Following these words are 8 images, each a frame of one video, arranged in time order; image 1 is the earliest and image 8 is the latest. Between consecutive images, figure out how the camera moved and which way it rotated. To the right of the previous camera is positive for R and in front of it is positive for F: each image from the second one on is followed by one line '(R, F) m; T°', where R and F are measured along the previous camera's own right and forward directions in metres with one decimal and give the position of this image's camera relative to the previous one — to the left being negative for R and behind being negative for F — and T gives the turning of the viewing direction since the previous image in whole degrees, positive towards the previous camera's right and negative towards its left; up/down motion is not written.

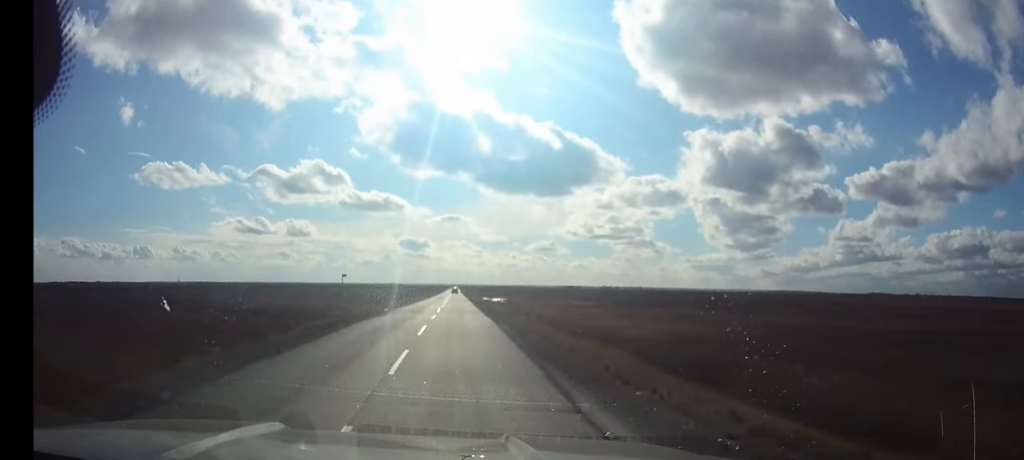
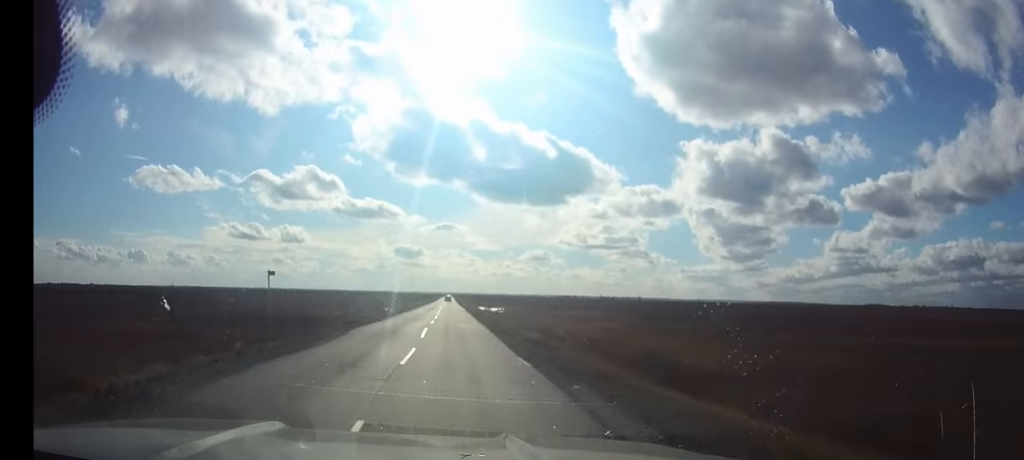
(0.0, +17.4) m; 0°
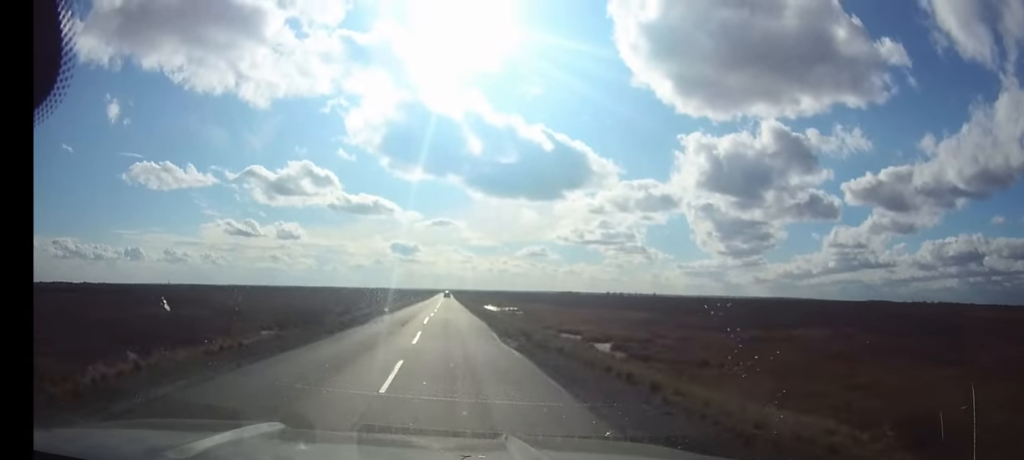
(+0.1, +43.3) m; 0°
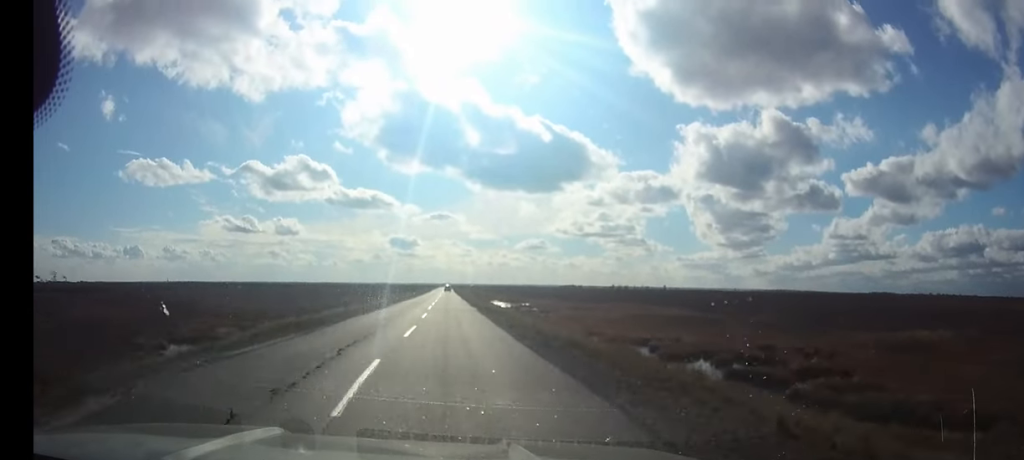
(+0.1, +22.5) m; 0°
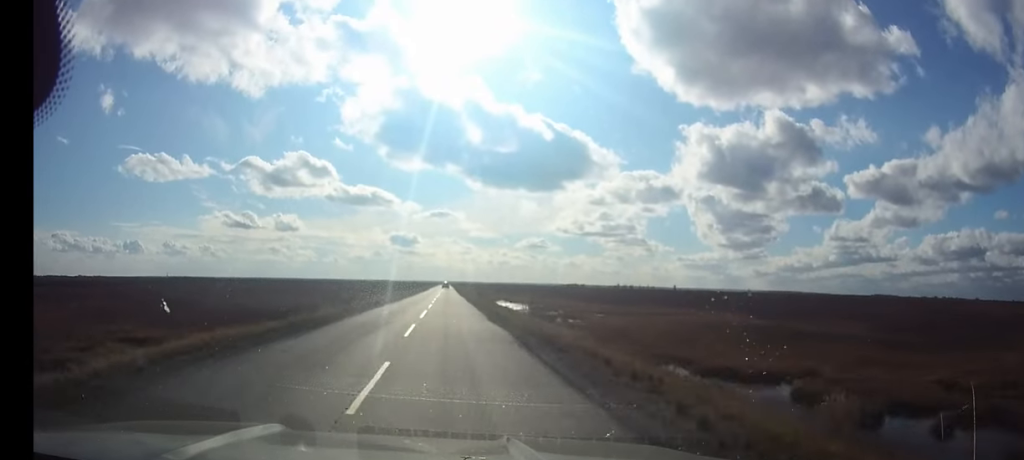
(0.0, +19.6) m; 0°
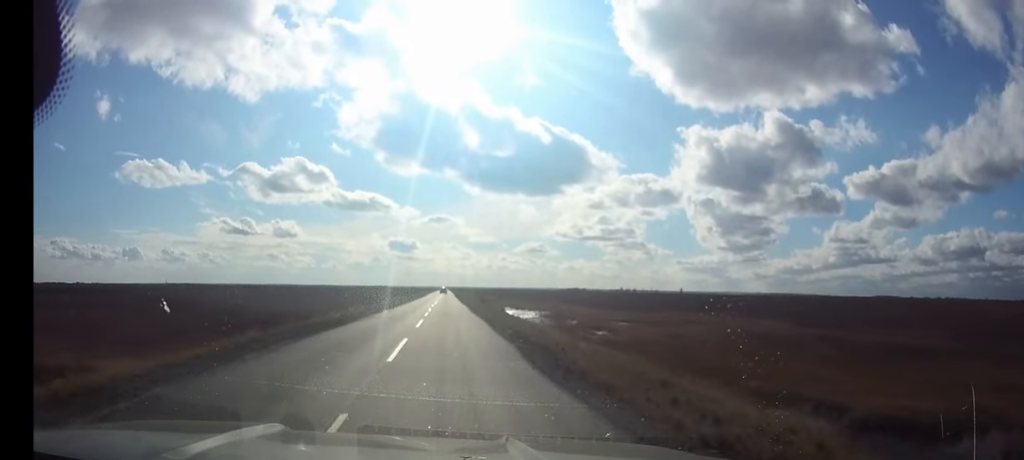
(0.0, +13.8) m; 0°
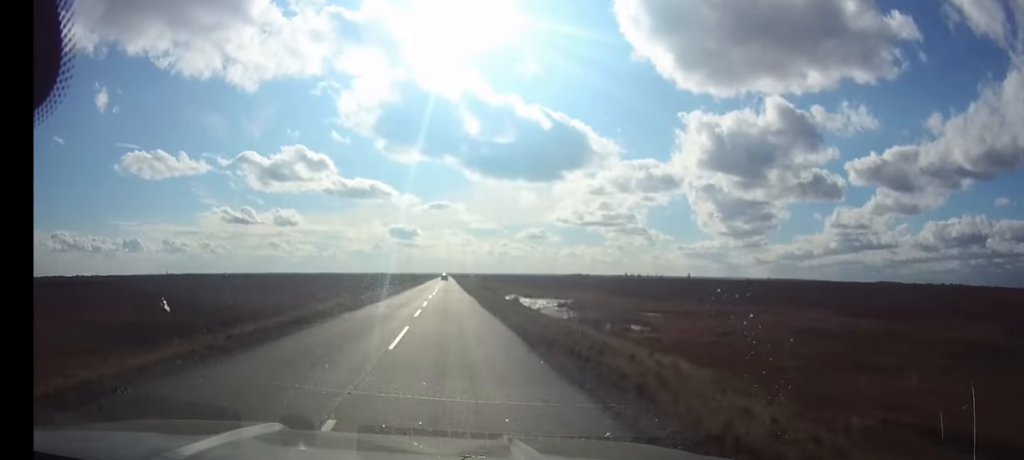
(0.0, +10.9) m; 0°
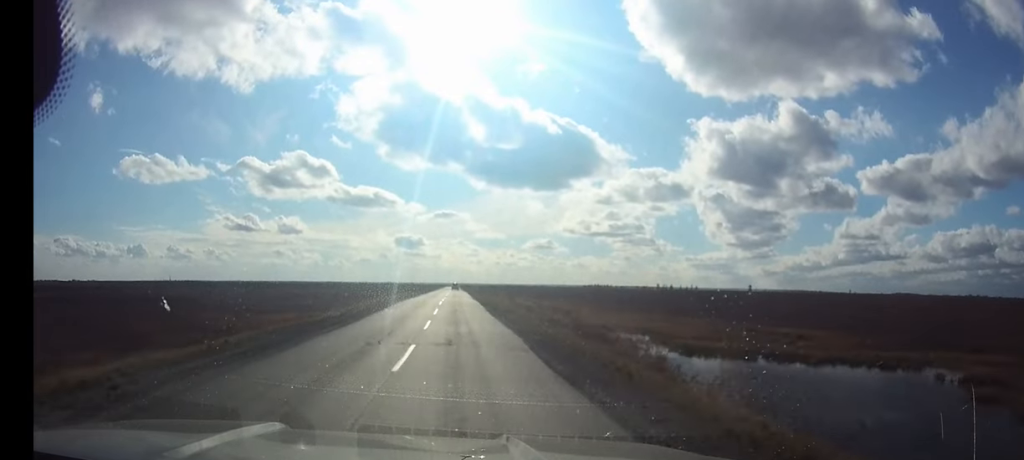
(-0.4, +76.3) m; 0°
